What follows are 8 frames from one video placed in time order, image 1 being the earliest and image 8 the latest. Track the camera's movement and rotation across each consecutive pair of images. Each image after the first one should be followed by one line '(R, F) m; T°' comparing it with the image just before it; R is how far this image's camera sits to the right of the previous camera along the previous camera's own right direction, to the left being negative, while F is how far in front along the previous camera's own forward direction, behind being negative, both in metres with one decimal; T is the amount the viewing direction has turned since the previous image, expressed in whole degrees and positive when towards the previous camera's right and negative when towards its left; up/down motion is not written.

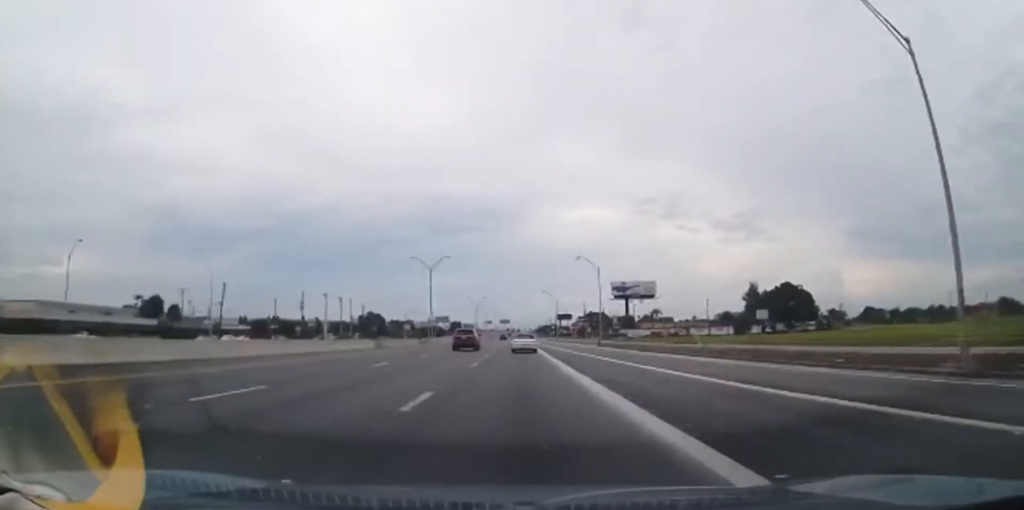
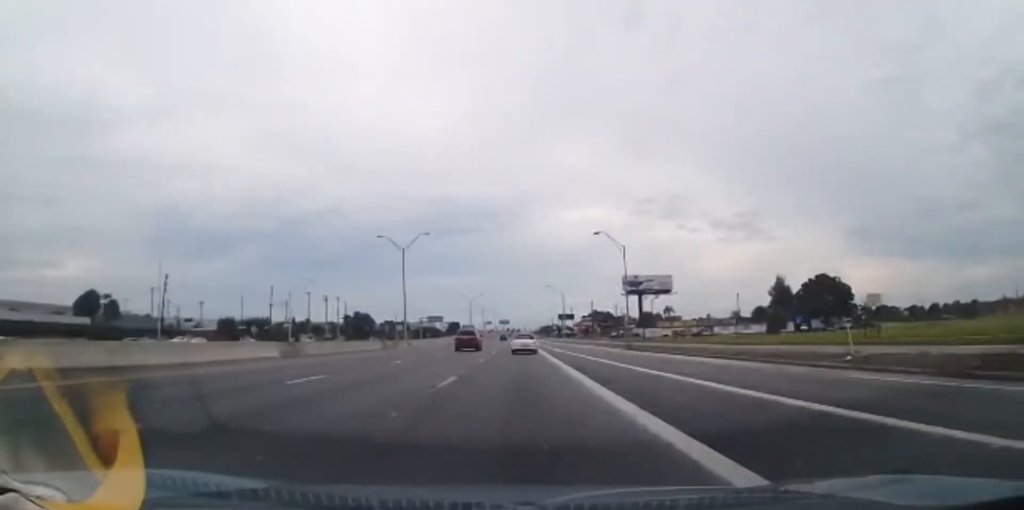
(+0.3, +20.3) m; 0°
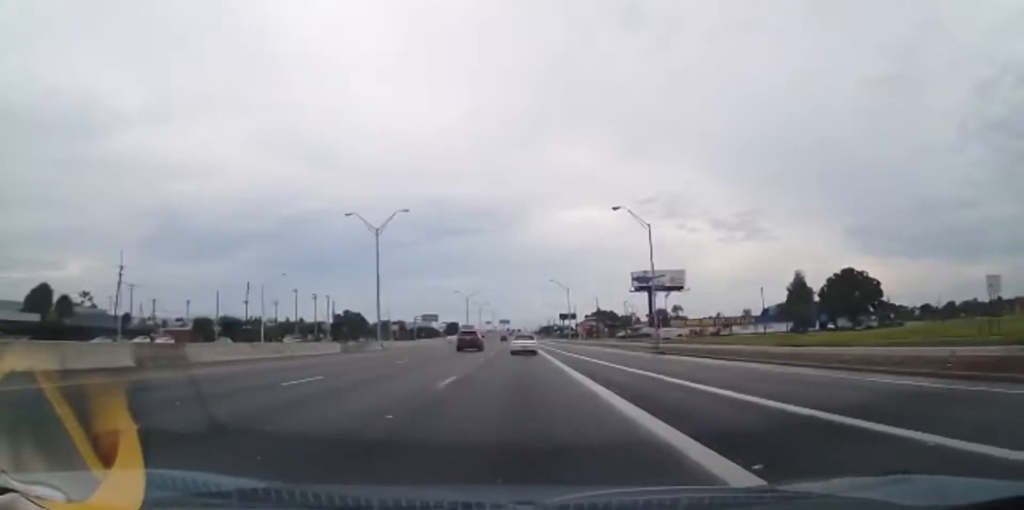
(-0.2, +12.5) m; -1°
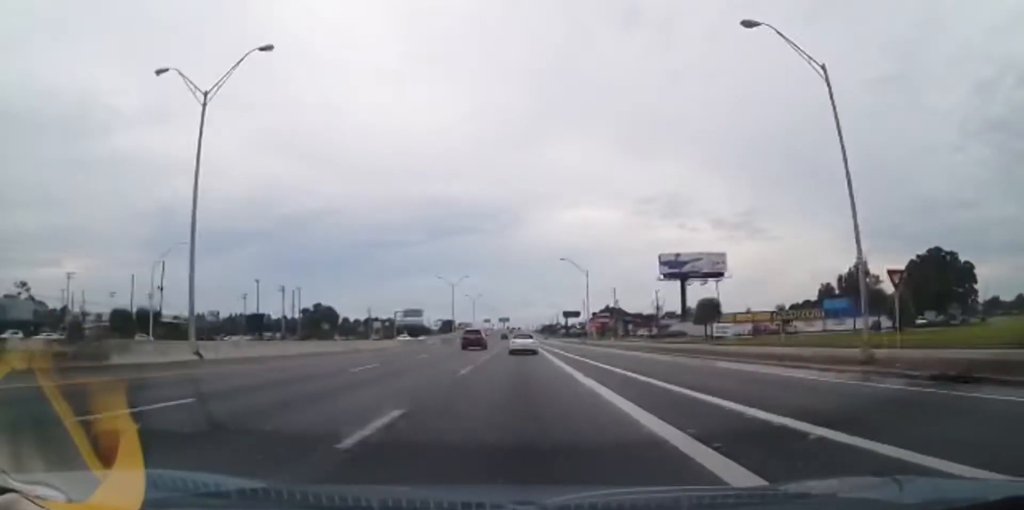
(-0.4, +31.5) m; -1°
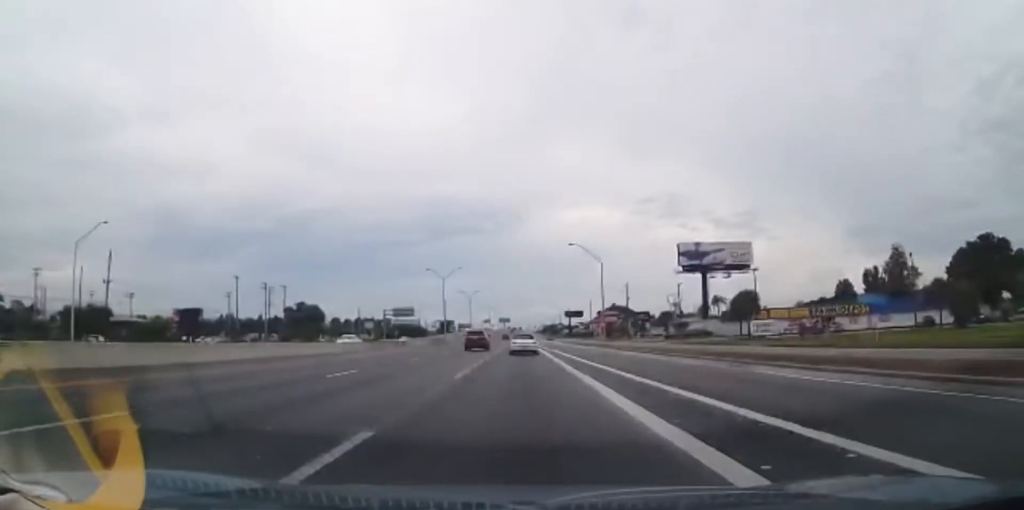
(-0.2, +14.3) m; 0°
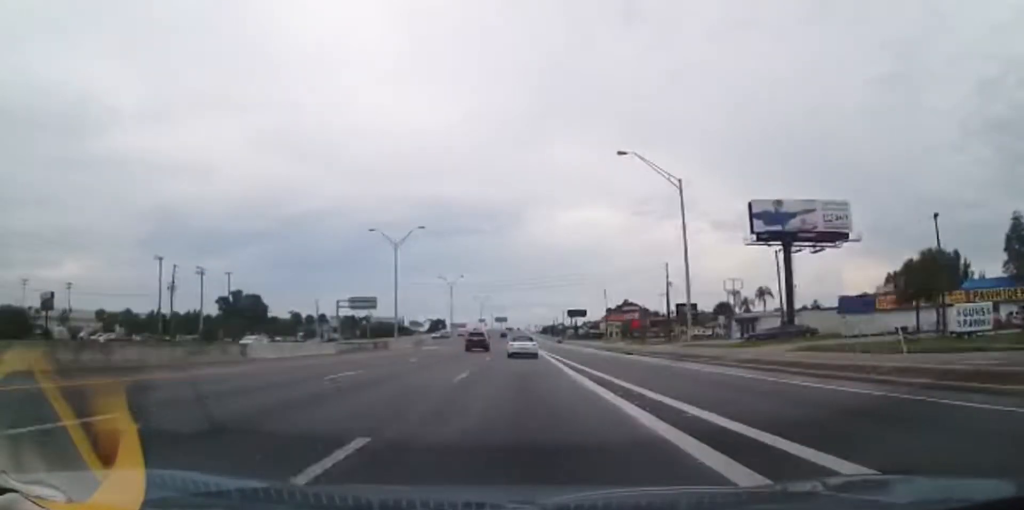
(+0.6, +37.0) m; +1°
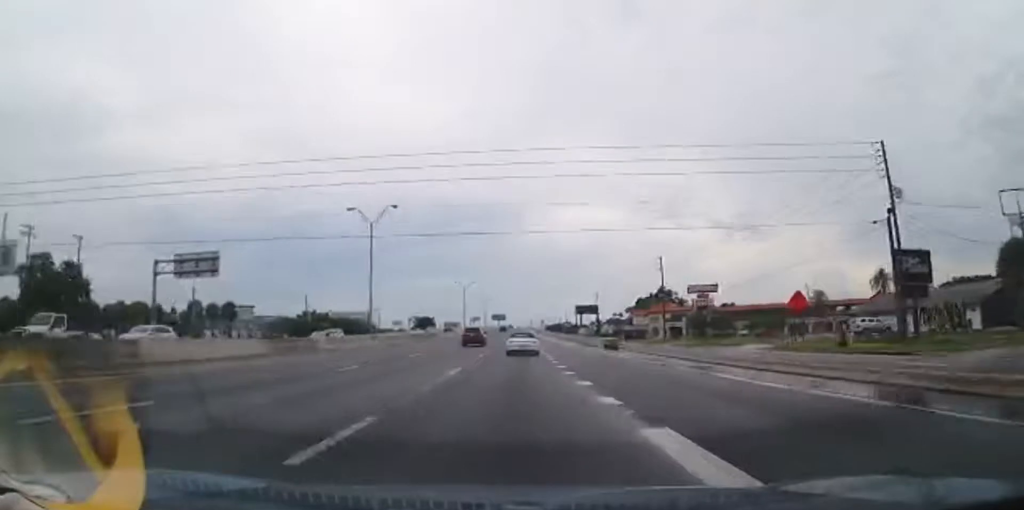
(0.0, +59.1) m; 0°
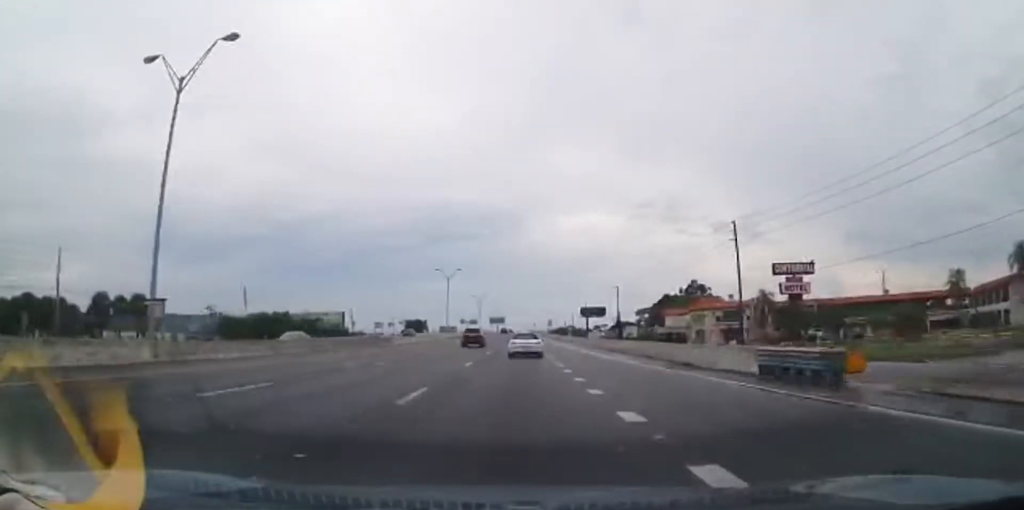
(0.0, +31.7) m; 0°
